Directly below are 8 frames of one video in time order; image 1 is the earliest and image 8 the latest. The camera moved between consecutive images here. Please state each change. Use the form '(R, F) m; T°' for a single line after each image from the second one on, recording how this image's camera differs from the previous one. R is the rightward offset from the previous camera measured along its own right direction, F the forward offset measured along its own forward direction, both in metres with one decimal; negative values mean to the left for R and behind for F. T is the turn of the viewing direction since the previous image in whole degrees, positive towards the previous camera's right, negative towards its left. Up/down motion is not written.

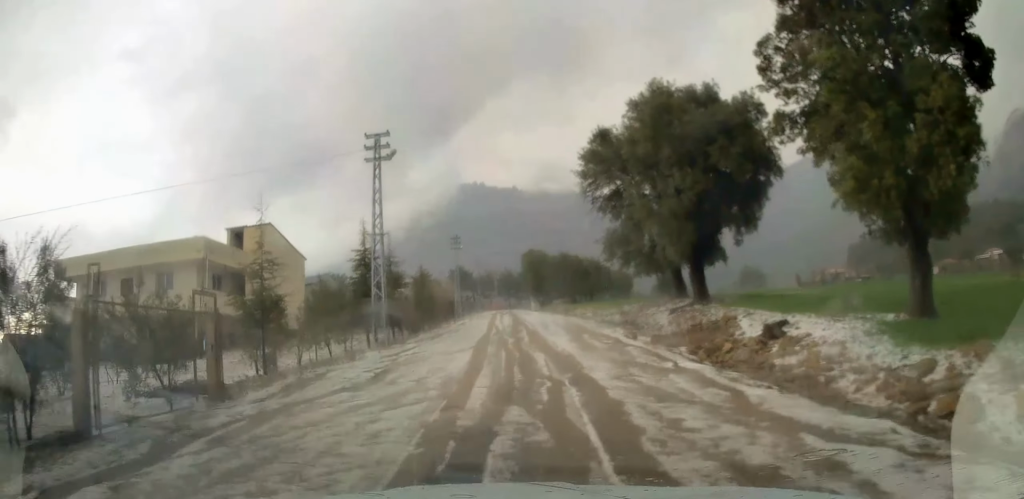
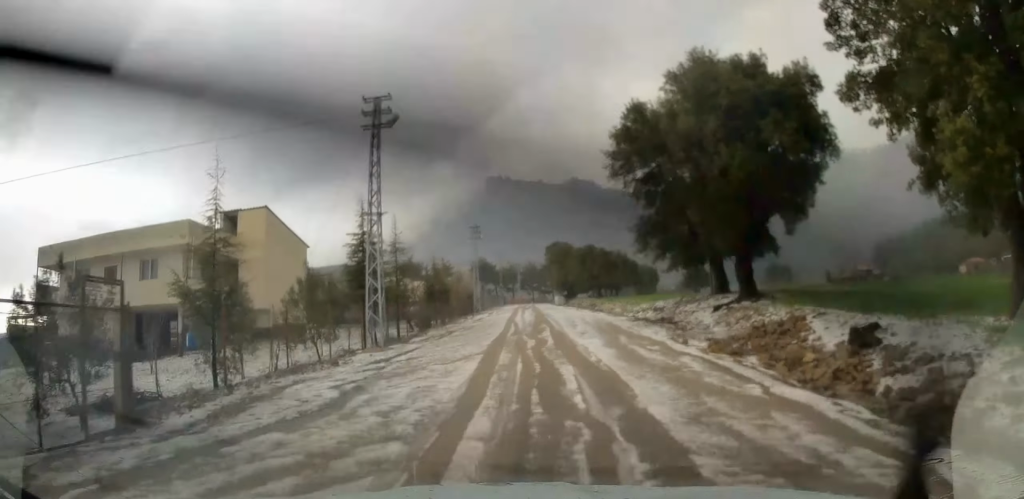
(-0.1, +3.7) m; -1°
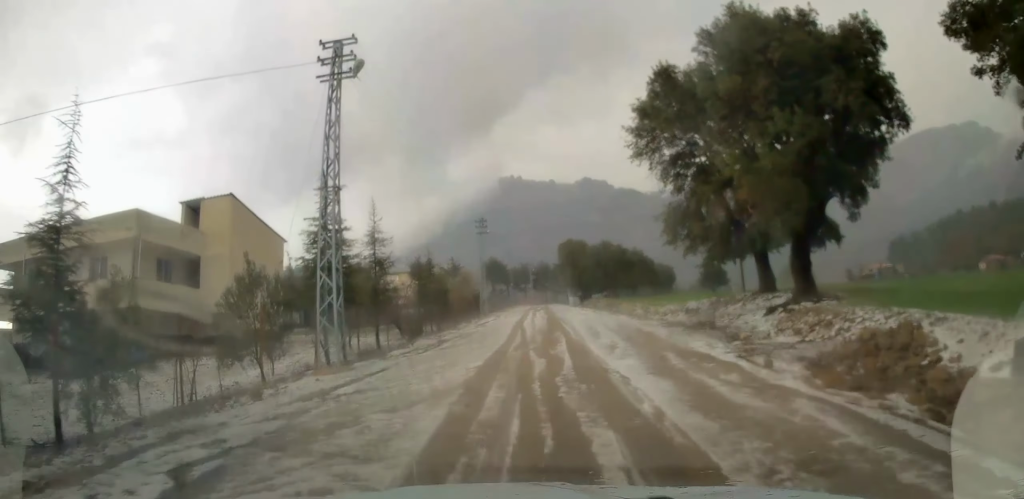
(0.0, +5.2) m; -1°
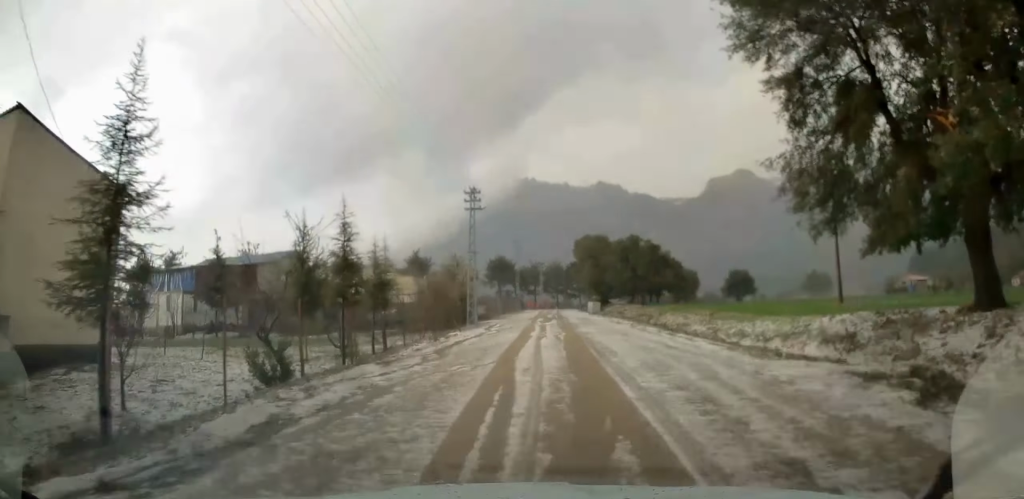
(-0.2, +14.7) m; -1°
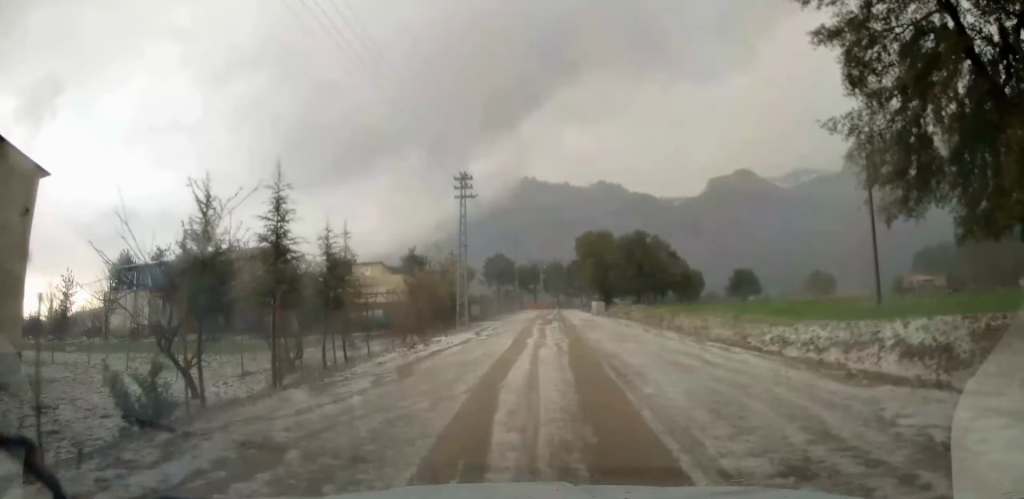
(0.0, +4.2) m; 0°
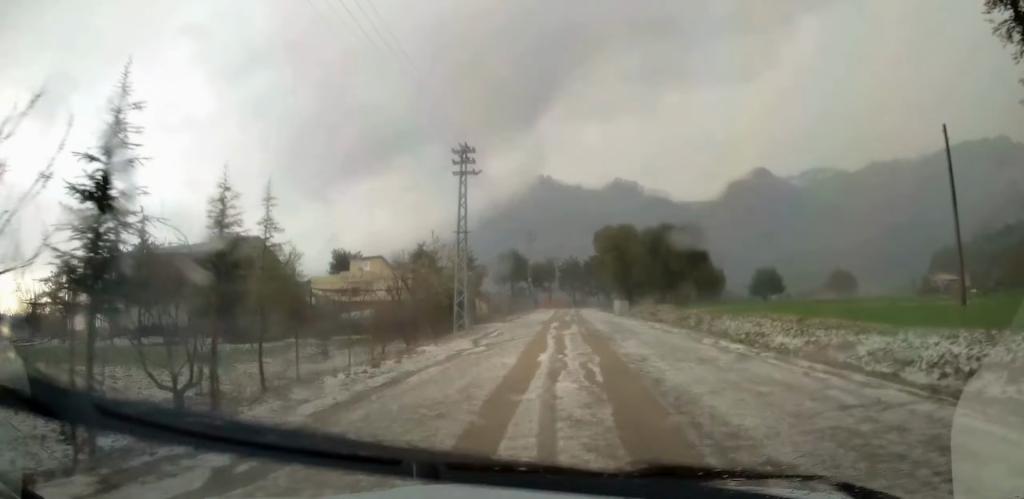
(-0.1, +5.8) m; 0°
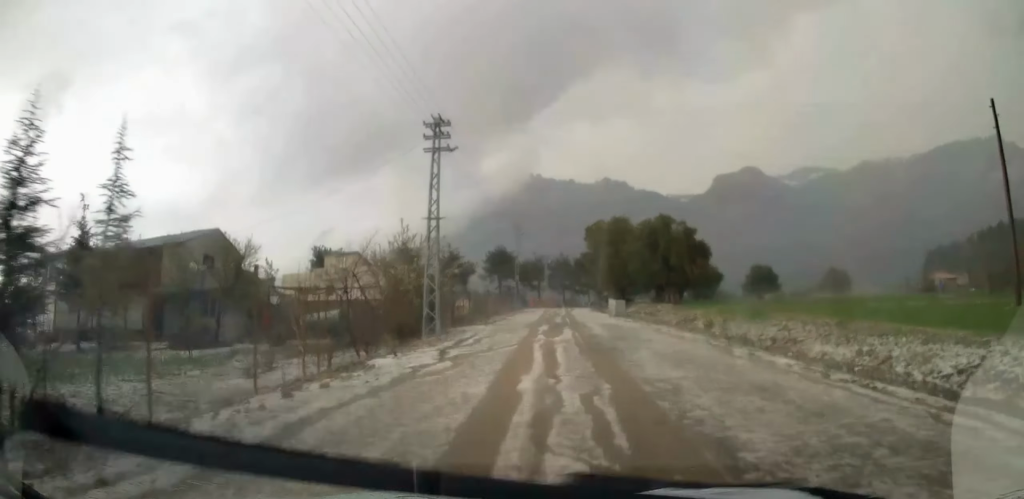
(+0.1, +4.1) m; +1°
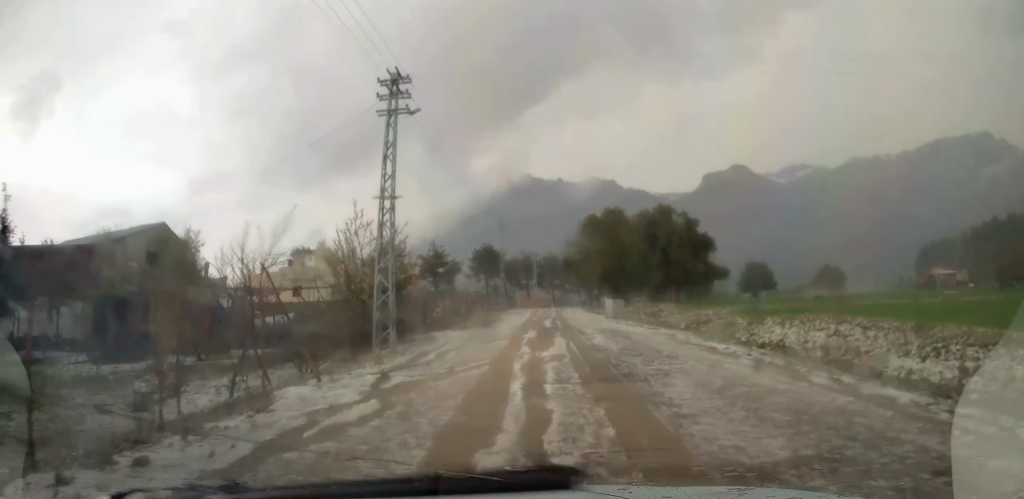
(0.0, +4.8) m; 0°
